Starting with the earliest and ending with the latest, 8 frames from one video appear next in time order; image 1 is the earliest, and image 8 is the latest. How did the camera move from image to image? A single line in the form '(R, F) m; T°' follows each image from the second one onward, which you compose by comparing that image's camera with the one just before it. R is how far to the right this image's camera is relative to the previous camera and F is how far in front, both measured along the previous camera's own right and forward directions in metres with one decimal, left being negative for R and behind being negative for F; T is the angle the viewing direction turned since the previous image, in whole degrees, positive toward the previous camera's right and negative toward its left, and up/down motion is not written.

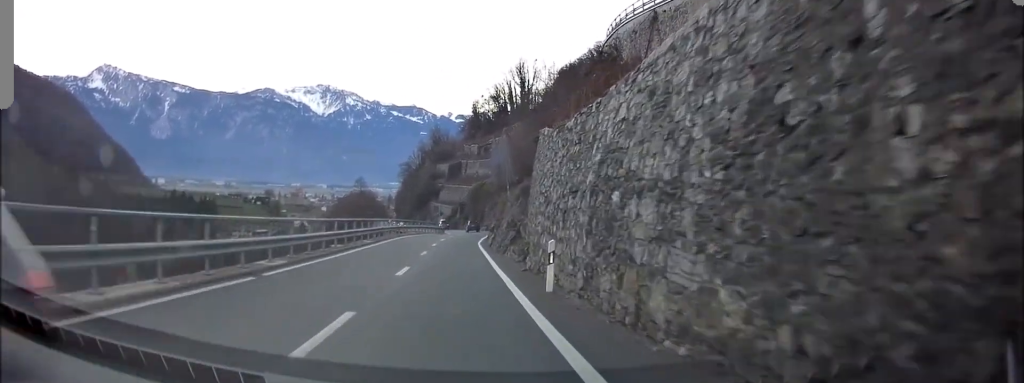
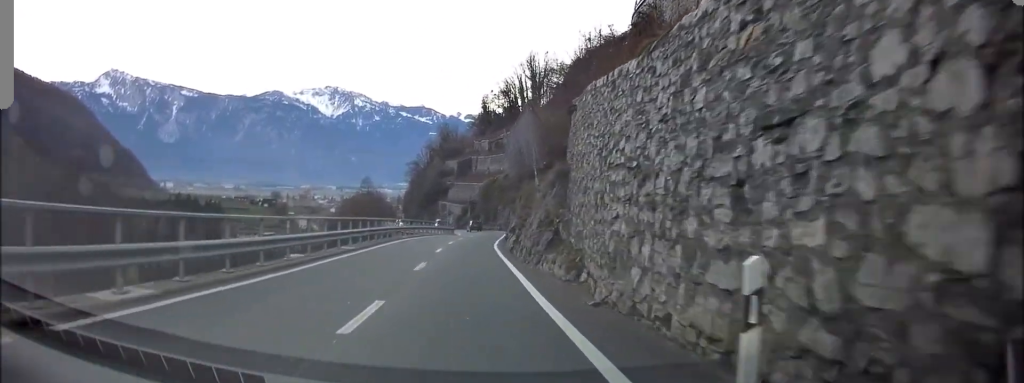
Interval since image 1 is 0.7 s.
(-0.3, +8.0) m; -3°
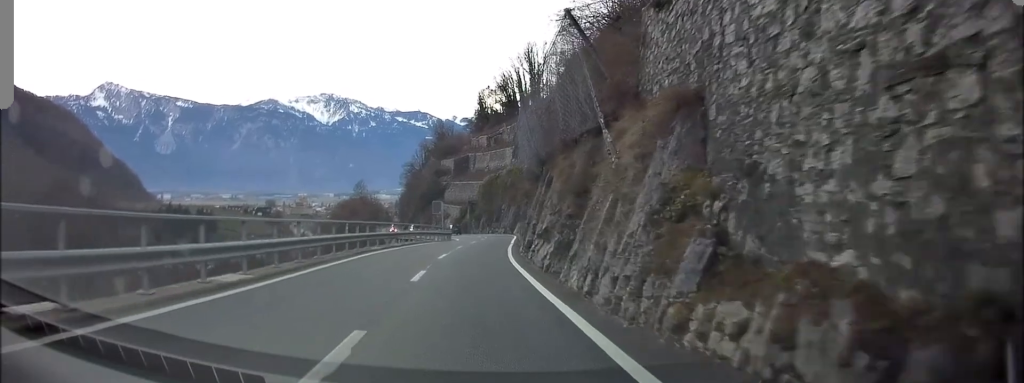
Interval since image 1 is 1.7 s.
(-0.1, +12.1) m; -2°
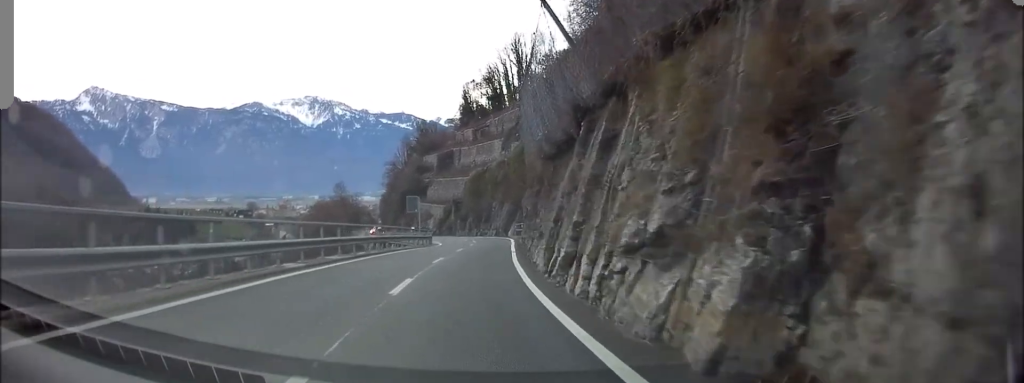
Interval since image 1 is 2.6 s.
(-0.3, +11.4) m; -2°
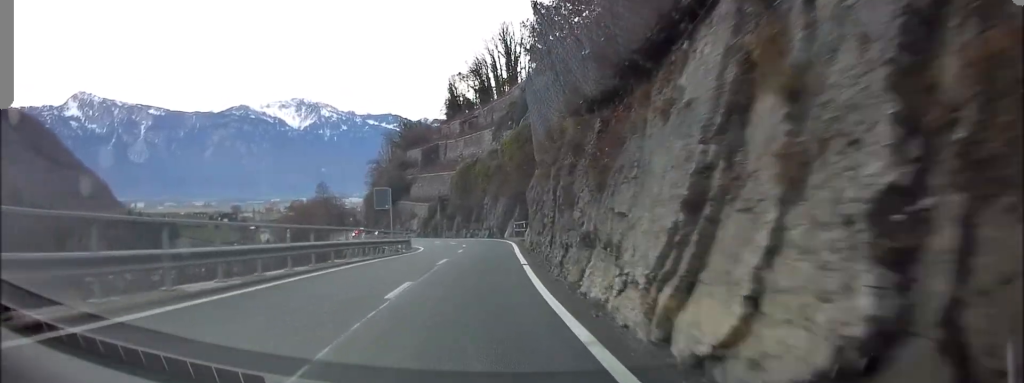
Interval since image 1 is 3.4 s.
(0.0, +10.0) m; 0°
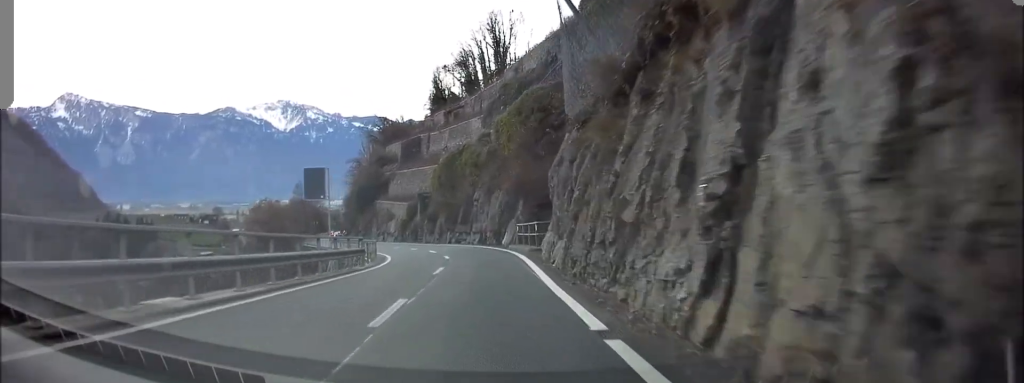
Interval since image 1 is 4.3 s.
(0.0, +11.9) m; 0°
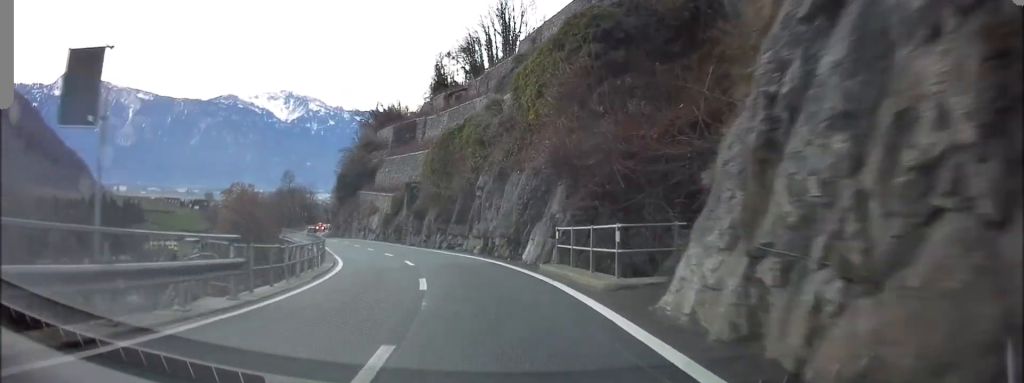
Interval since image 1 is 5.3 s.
(0.0, +13.0) m; 0°
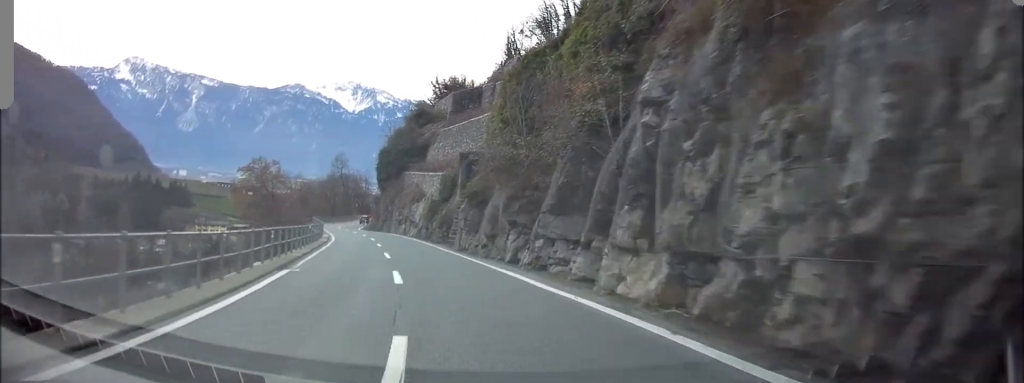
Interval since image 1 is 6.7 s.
(-0.6, +17.8) m; -7°
